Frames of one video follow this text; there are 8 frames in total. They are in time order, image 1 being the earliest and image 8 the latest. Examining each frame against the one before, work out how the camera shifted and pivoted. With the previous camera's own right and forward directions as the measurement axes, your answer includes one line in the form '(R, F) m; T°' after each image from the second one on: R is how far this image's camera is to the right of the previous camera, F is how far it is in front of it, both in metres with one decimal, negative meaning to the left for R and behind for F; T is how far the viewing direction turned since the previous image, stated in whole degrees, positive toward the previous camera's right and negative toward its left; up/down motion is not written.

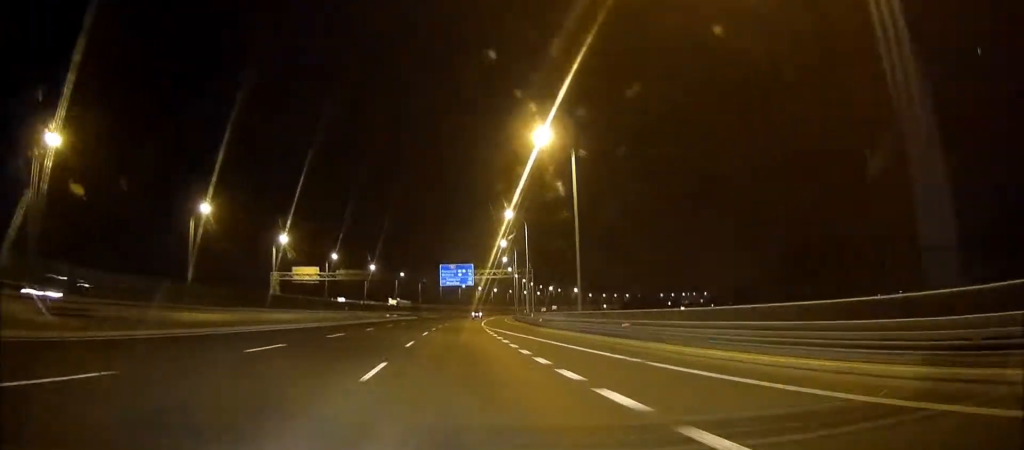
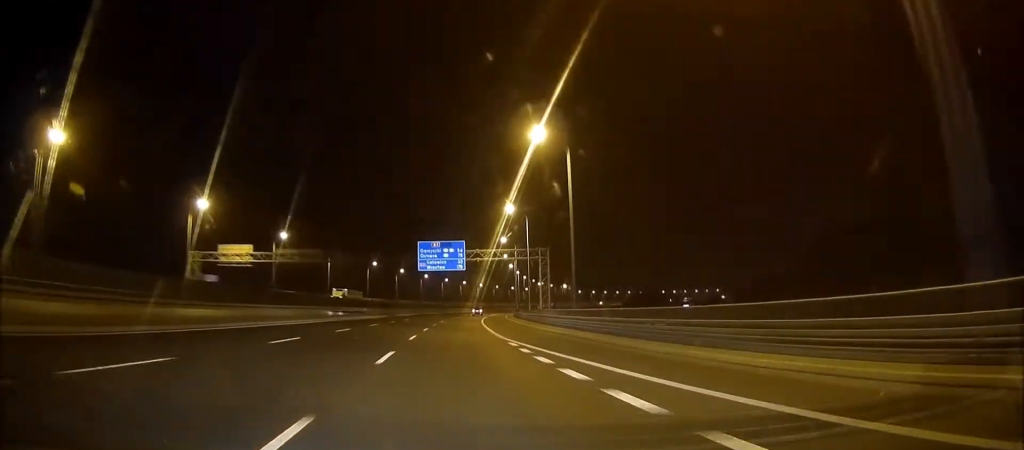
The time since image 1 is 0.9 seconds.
(+0.4, +32.2) m; +2°
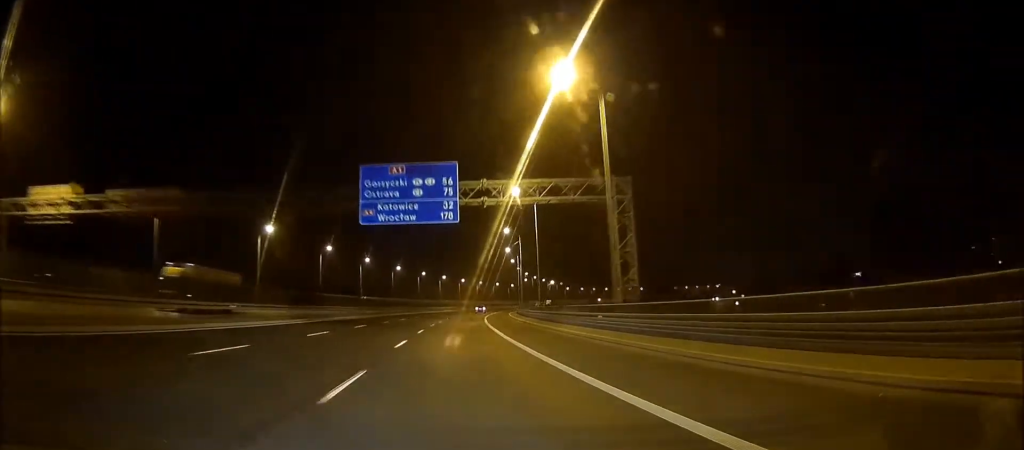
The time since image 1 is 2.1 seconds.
(+0.8, +41.2) m; +2°
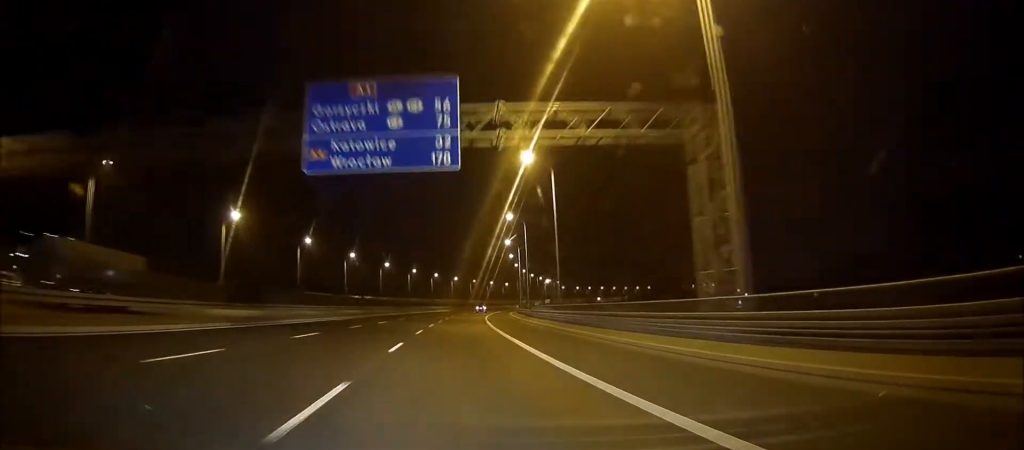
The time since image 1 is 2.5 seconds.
(+0.1, +14.0) m; +1°
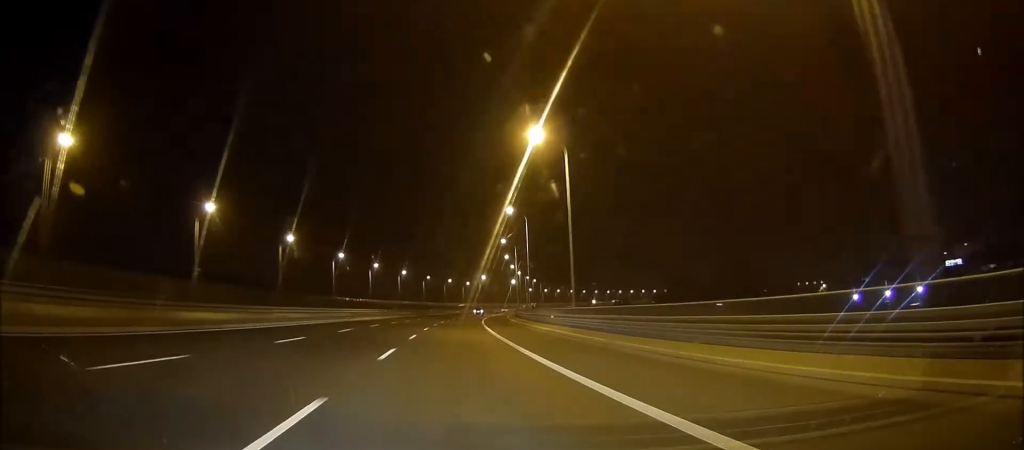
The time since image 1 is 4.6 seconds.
(+2.5, +73.7) m; +4°
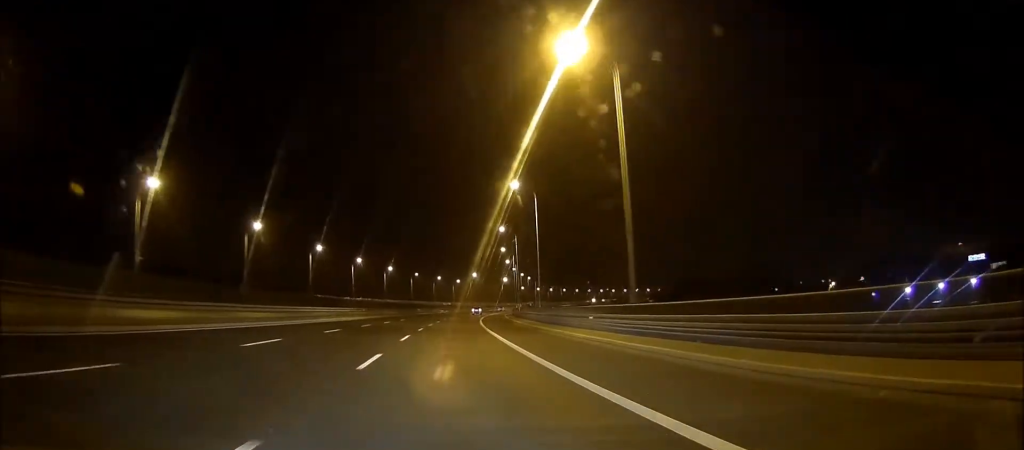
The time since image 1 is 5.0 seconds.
(+0.1, +15.3) m; +1°
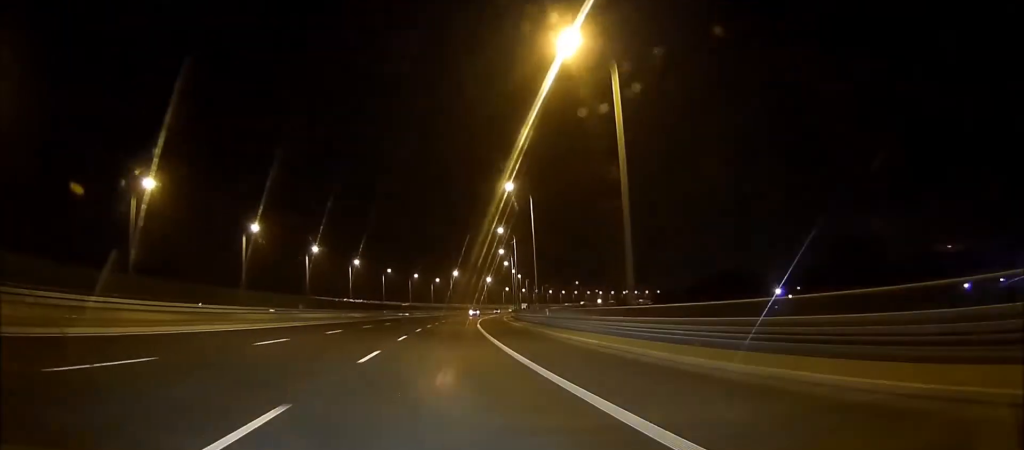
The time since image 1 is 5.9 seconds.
(+0.4, +33.2) m; +2°
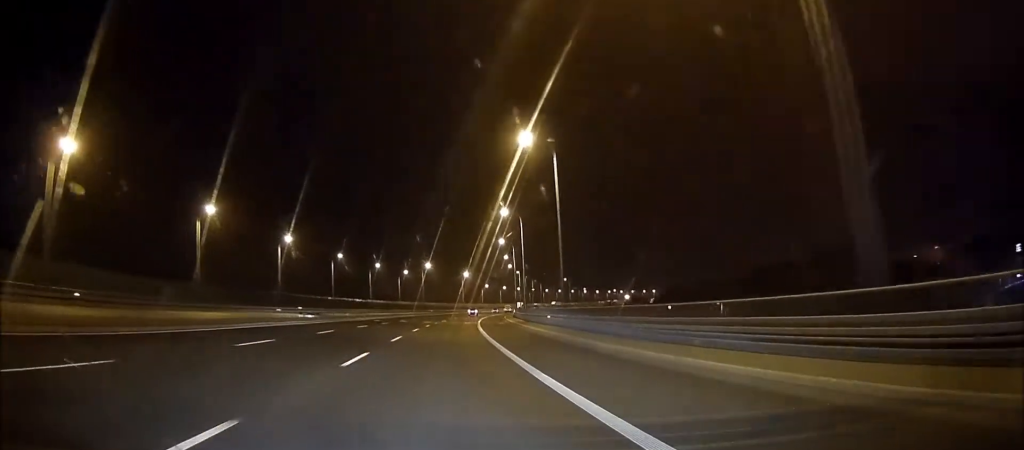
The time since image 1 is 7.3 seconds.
(+1.1, +50.1) m; +2°
